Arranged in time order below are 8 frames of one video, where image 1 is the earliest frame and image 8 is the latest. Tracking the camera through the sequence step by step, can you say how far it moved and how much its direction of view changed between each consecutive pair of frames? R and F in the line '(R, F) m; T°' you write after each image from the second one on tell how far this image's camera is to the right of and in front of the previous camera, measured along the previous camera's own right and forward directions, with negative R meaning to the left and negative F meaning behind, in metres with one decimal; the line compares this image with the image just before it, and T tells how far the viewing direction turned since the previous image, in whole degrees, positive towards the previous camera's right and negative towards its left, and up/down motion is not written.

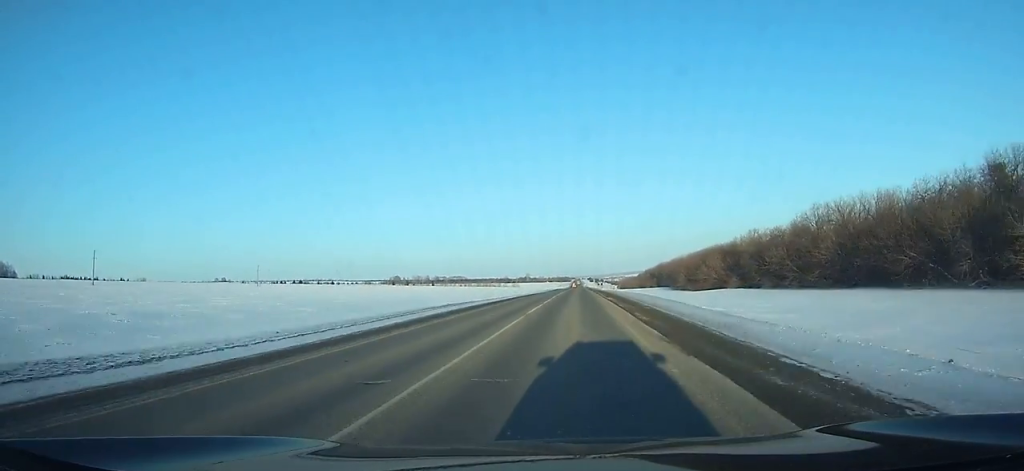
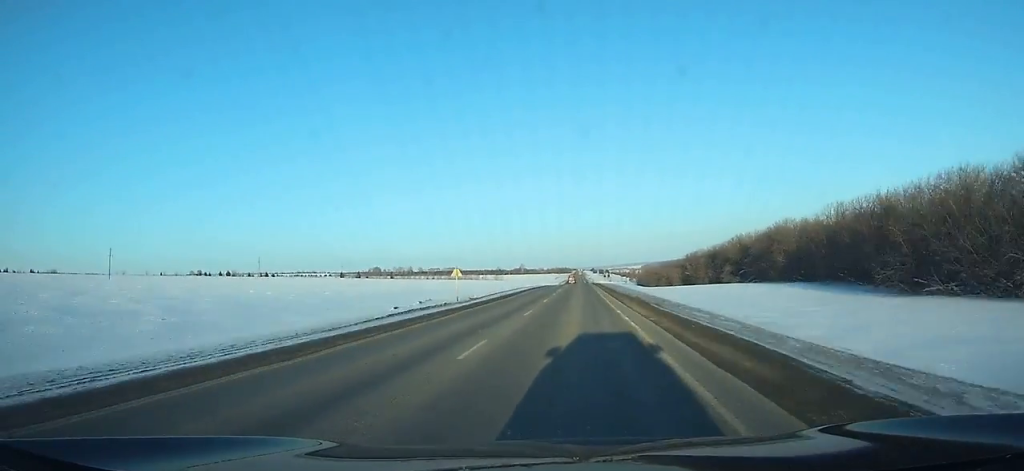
(-0.6, +129.2) m; 0°
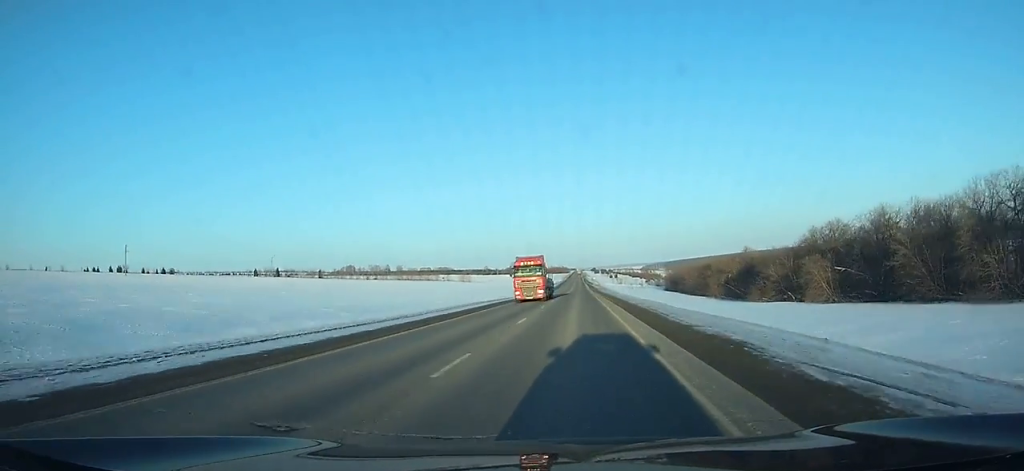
(+0.1, +121.5) m; 0°
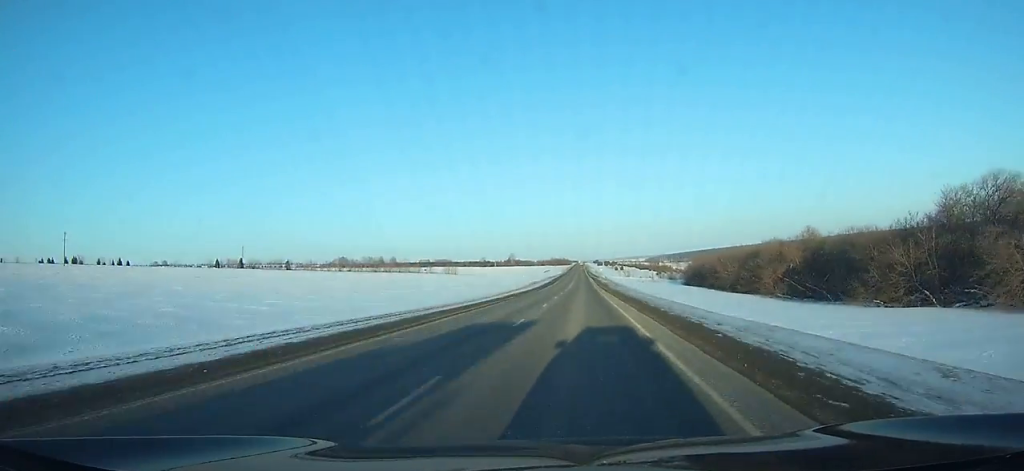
(+0.1, +40.7) m; 0°
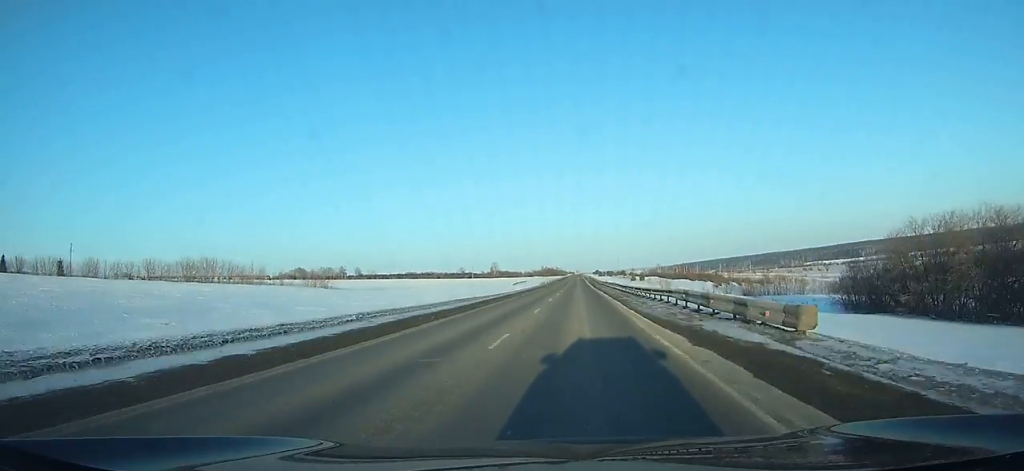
(-0.4, +138.9) m; 0°
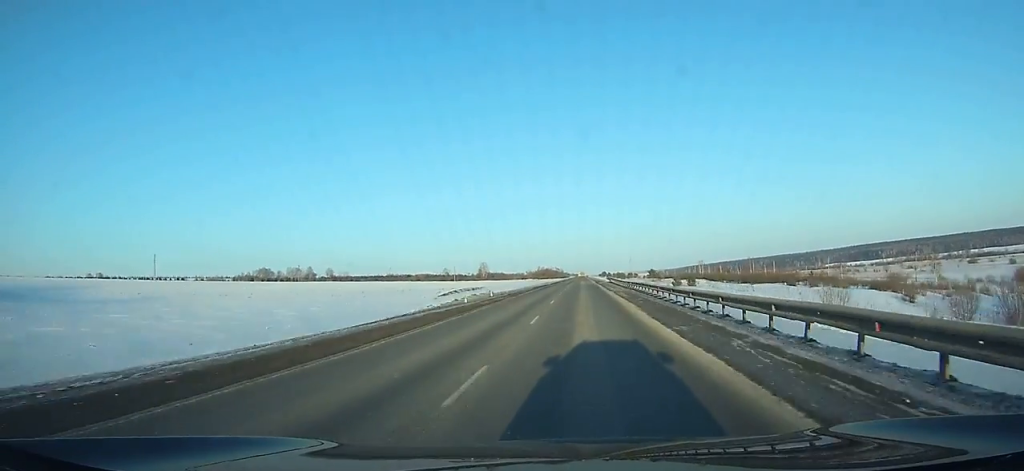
(-0.2, +102.0) m; 0°
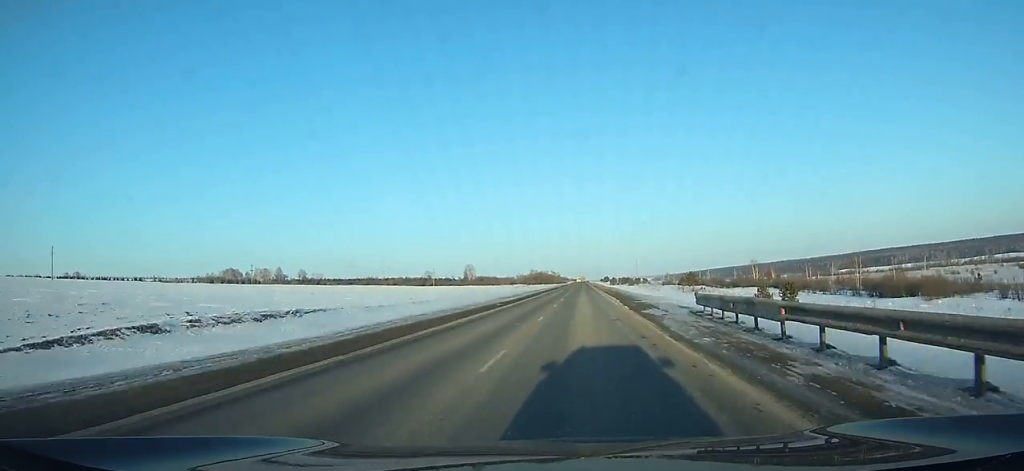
(0.0, +69.5) m; 0°
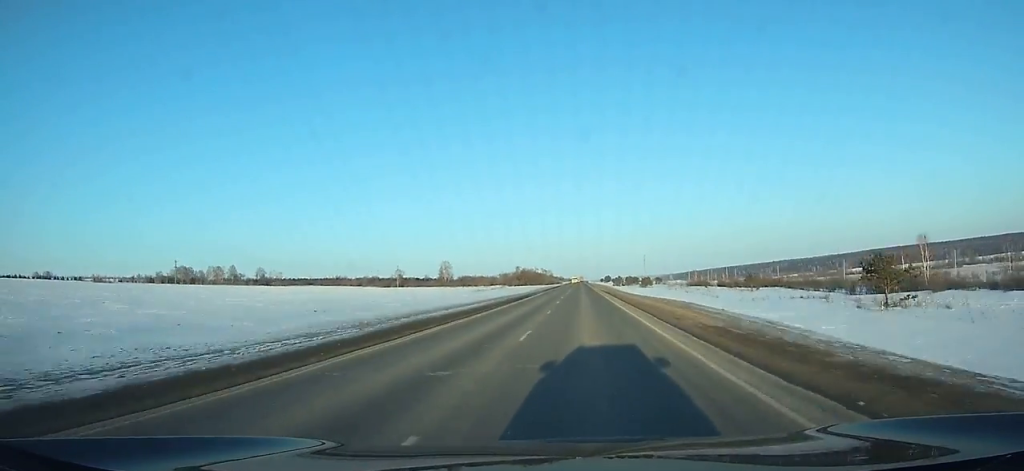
(+0.2, +79.0) m; 0°
